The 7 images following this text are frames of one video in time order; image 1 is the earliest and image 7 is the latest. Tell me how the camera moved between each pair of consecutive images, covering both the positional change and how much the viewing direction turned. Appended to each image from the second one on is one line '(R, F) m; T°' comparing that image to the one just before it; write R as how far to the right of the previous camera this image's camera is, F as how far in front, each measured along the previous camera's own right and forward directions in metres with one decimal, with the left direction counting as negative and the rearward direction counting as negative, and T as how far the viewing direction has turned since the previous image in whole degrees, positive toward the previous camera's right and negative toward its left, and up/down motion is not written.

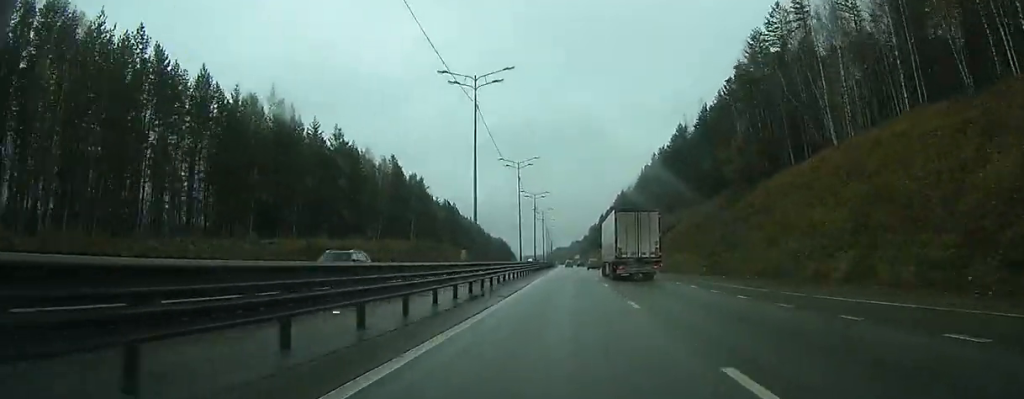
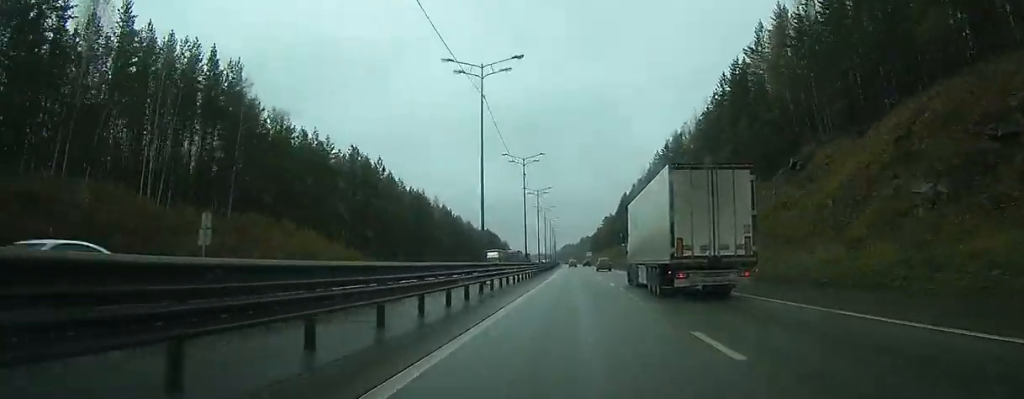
(-0.6, +95.9) m; -1°
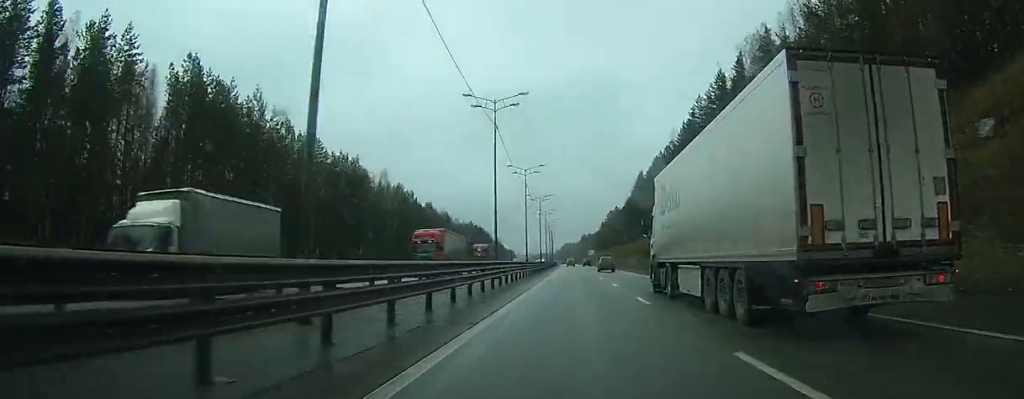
(-0.1, +50.7) m; 0°
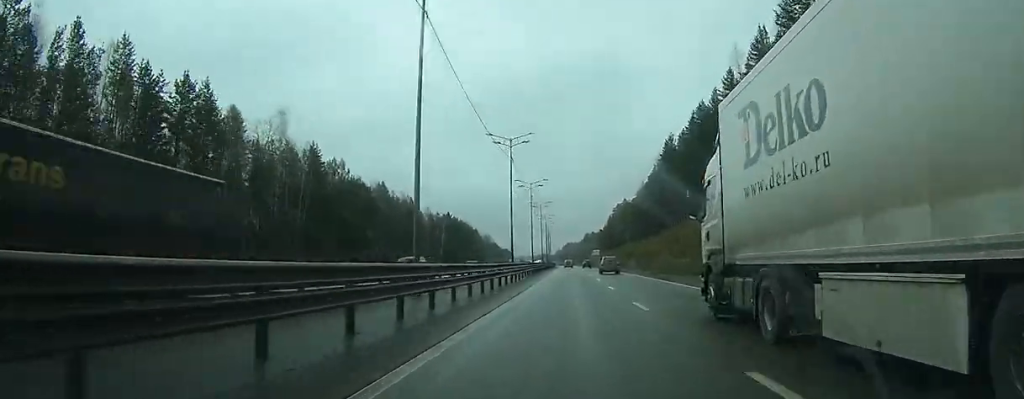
(+0.1, +48.7) m; 0°
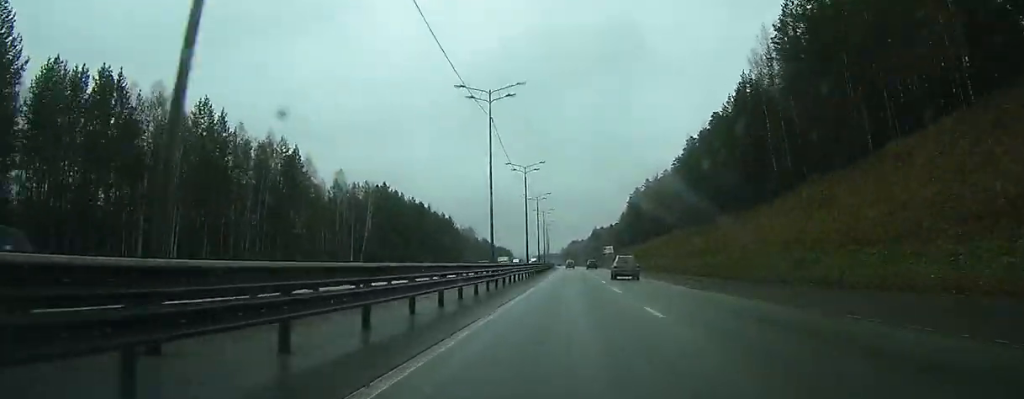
(-0.1, +73.5) m; 0°
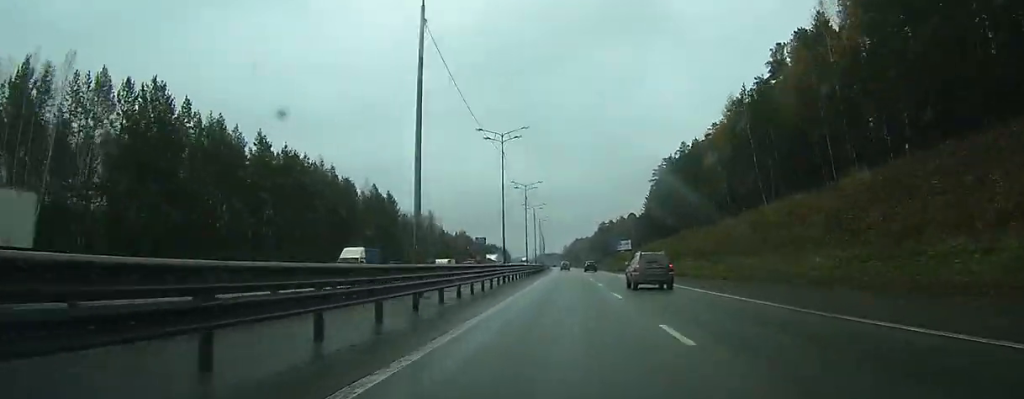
(-0.1, +75.5) m; 0°
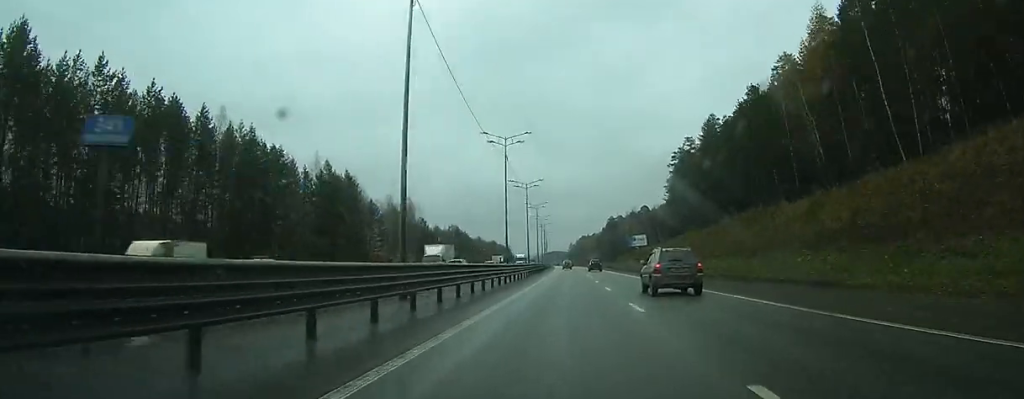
(-0.2, +30.2) m; -1°
